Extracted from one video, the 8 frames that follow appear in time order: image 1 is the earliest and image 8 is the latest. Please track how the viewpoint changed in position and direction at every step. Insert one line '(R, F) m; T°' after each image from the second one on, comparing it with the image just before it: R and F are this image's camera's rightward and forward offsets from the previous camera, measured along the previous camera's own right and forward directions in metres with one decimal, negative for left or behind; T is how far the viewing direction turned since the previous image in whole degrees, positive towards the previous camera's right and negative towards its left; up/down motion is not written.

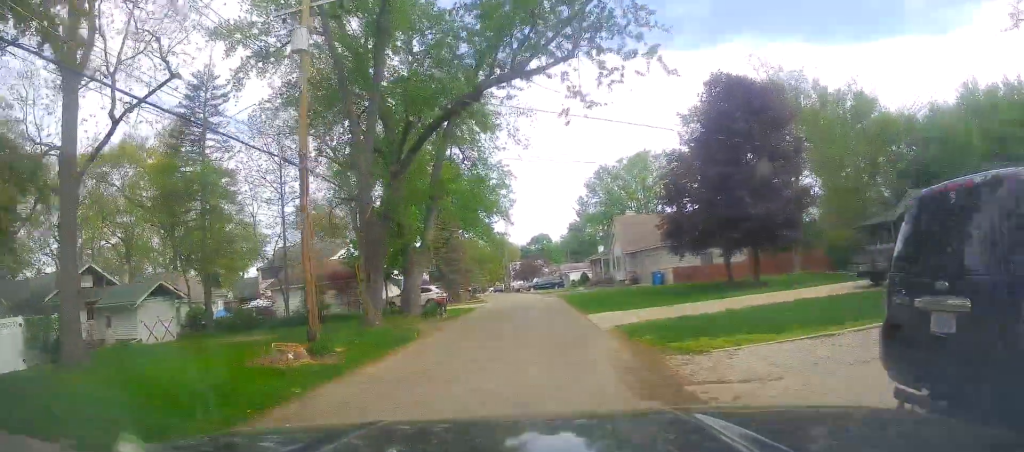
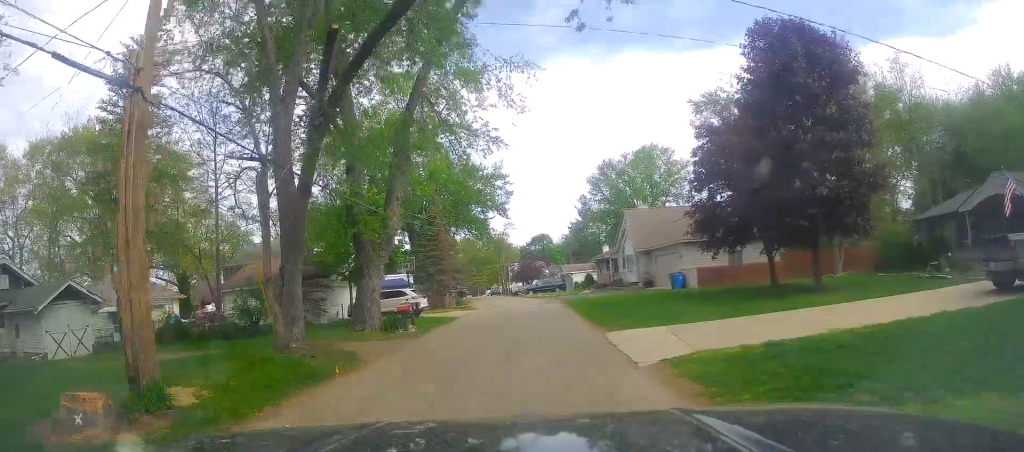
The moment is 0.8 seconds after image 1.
(+0.1, +7.4) m; +2°
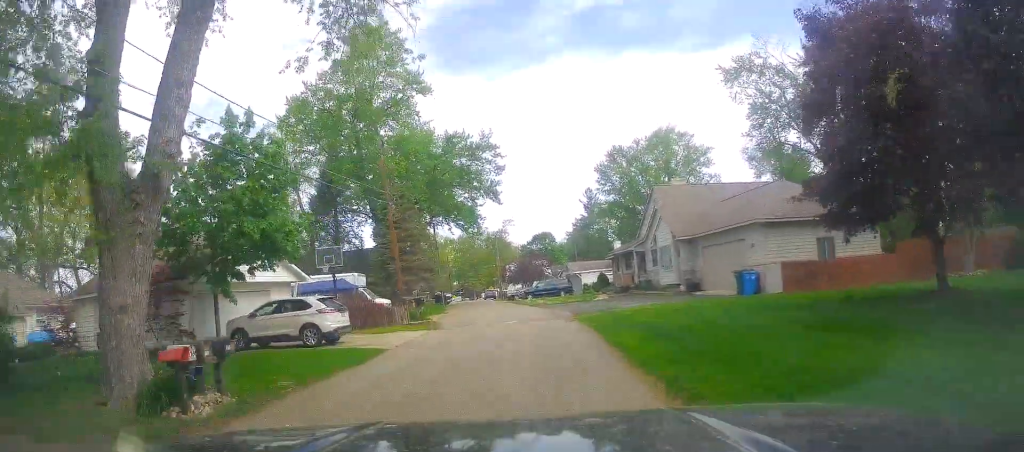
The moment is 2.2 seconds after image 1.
(+0.8, +14.2) m; +1°
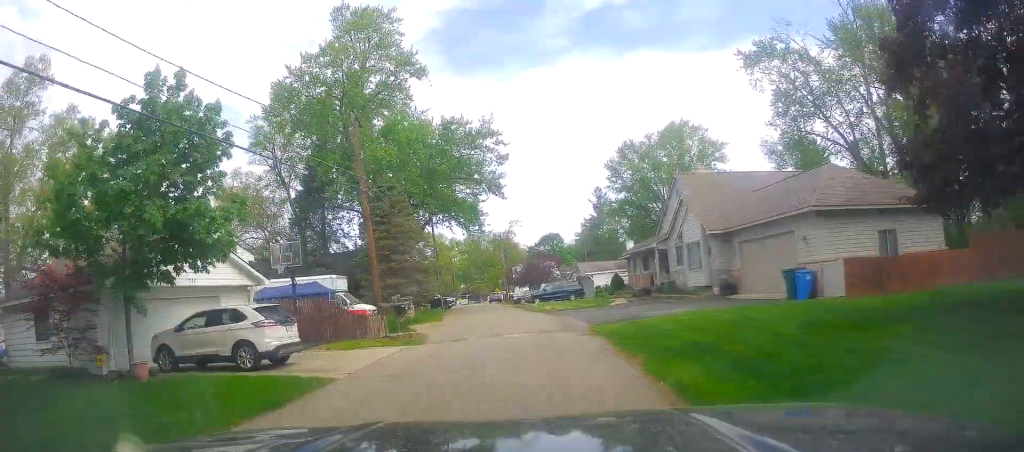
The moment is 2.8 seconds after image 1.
(-0.4, +5.2) m; -4°
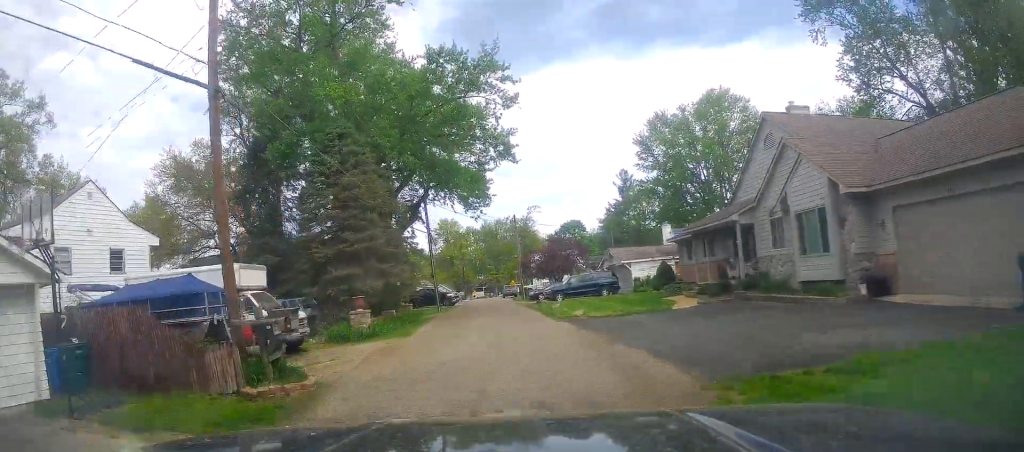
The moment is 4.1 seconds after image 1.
(-1.1, +12.2) m; -1°
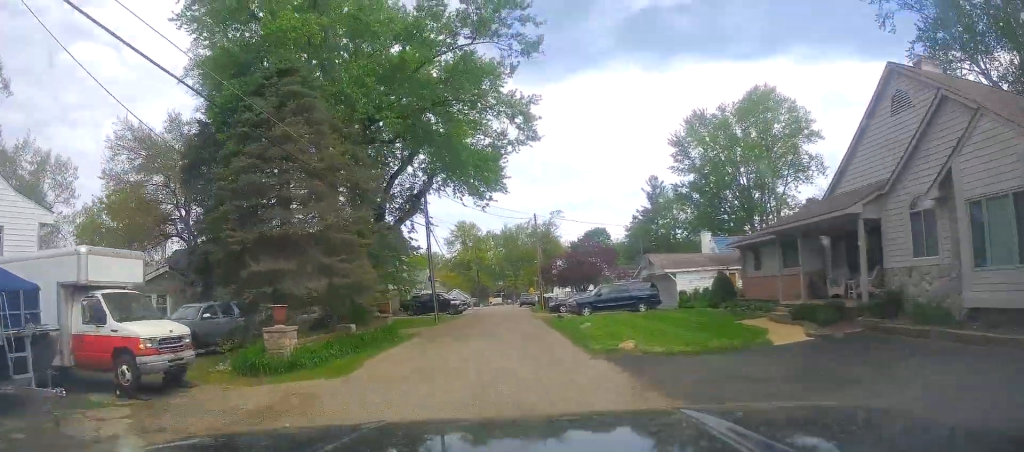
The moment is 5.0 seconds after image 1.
(+0.8, +8.3) m; -1°
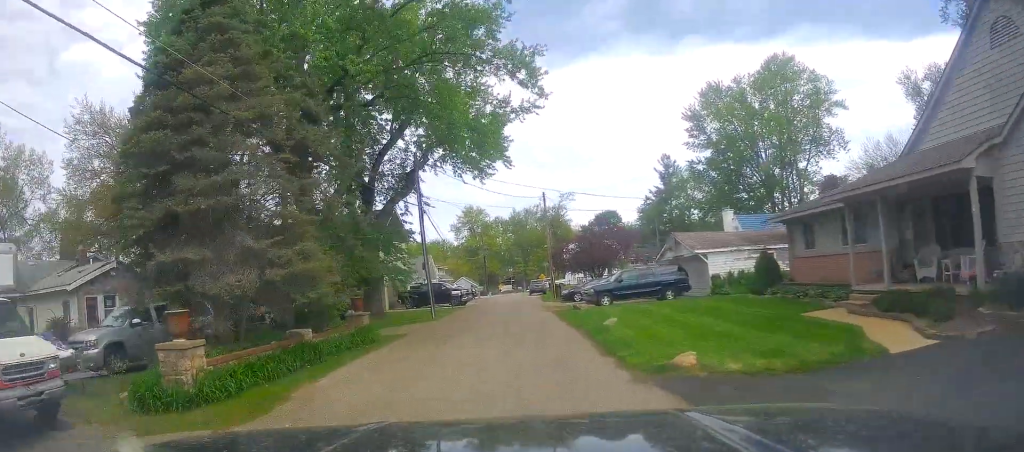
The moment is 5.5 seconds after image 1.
(0.0, +4.6) m; -3°
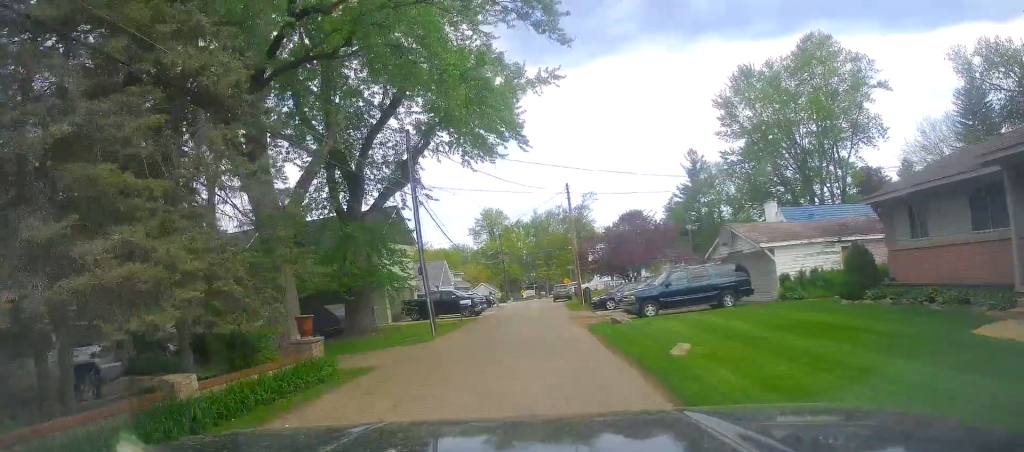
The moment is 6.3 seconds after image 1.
(-1.0, +6.3) m; -6°
